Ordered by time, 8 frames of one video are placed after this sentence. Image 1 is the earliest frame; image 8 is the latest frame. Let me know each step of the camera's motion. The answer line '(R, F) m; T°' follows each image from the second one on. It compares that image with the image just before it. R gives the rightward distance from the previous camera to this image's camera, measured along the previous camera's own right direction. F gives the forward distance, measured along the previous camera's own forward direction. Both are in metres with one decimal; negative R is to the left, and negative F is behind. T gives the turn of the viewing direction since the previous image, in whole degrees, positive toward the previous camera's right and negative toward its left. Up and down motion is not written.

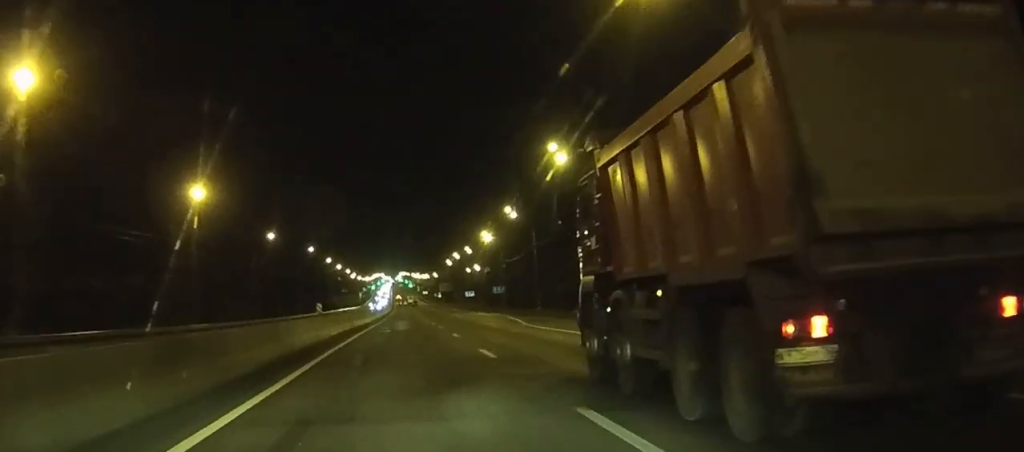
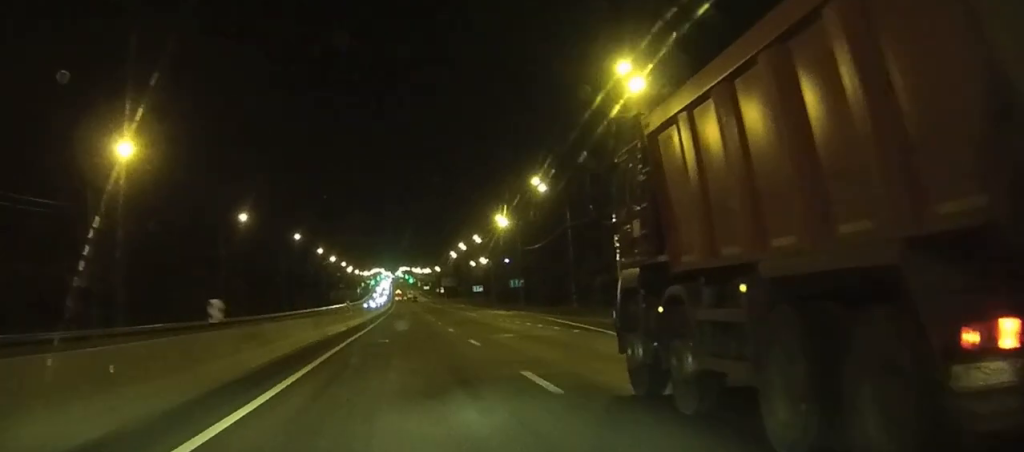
(0.0, +19.3) m; 0°
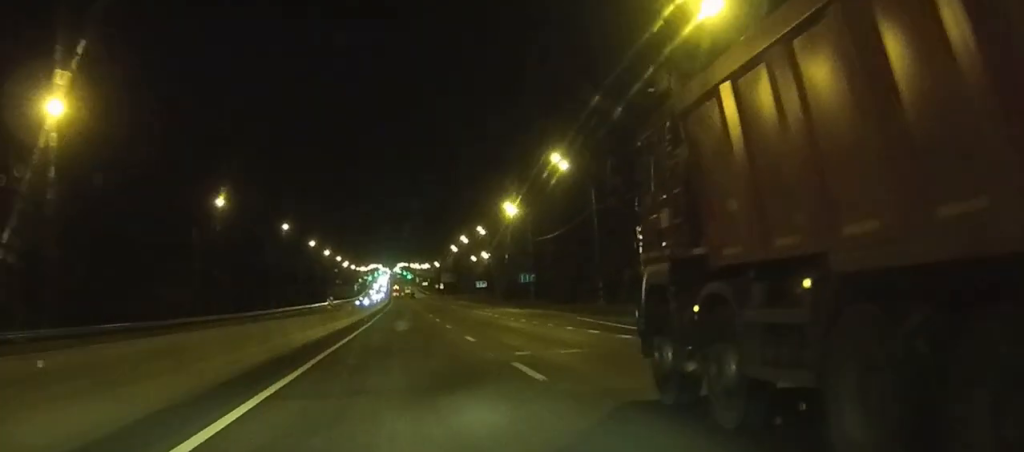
(0.0, +10.7) m; 0°
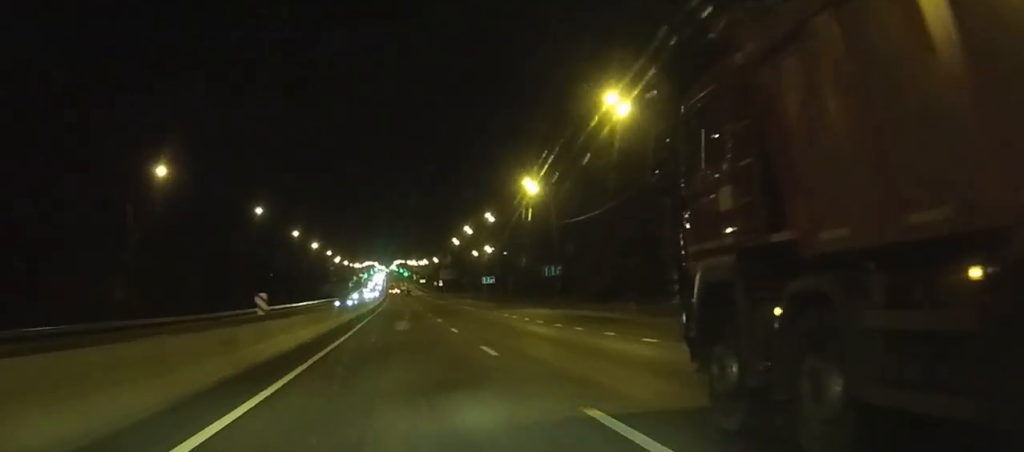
(+0.1, +18.6) m; 0°
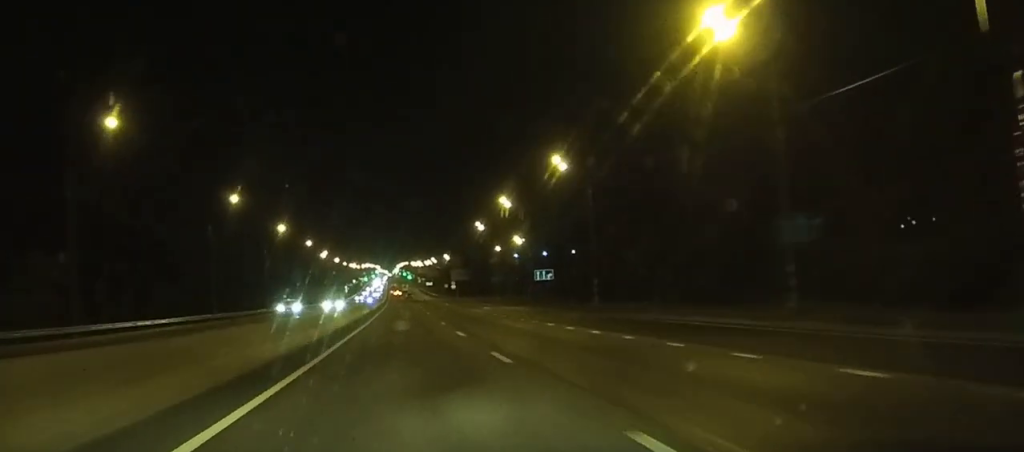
(-0.2, +49.4) m; 0°
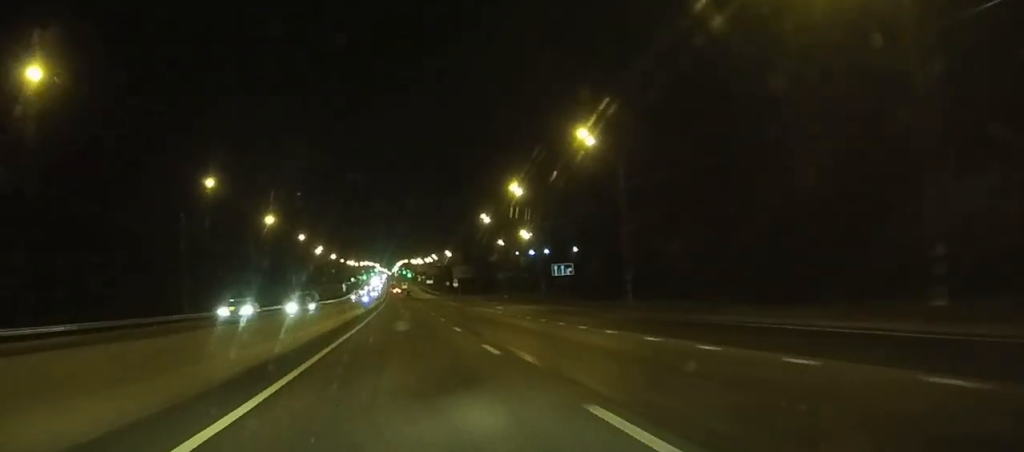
(0.0, +10.0) m; 0°
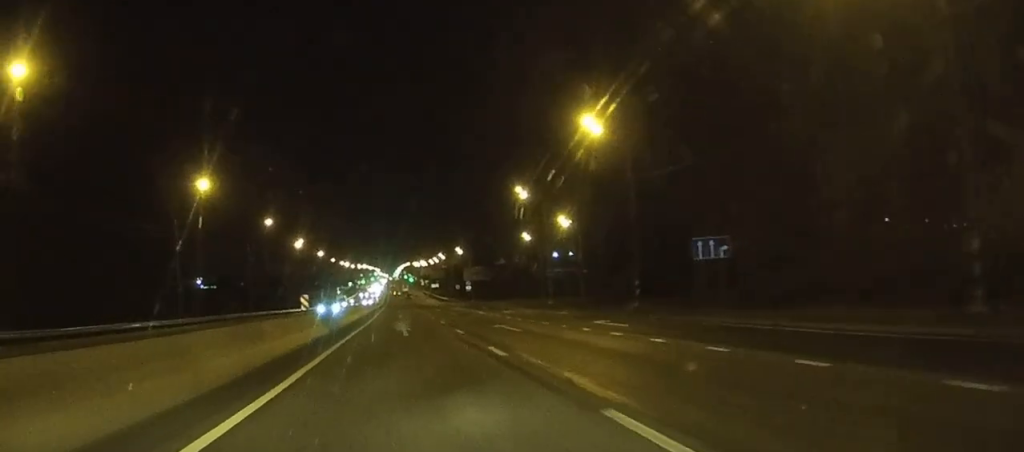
(+0.1, +35.9) m; 0°
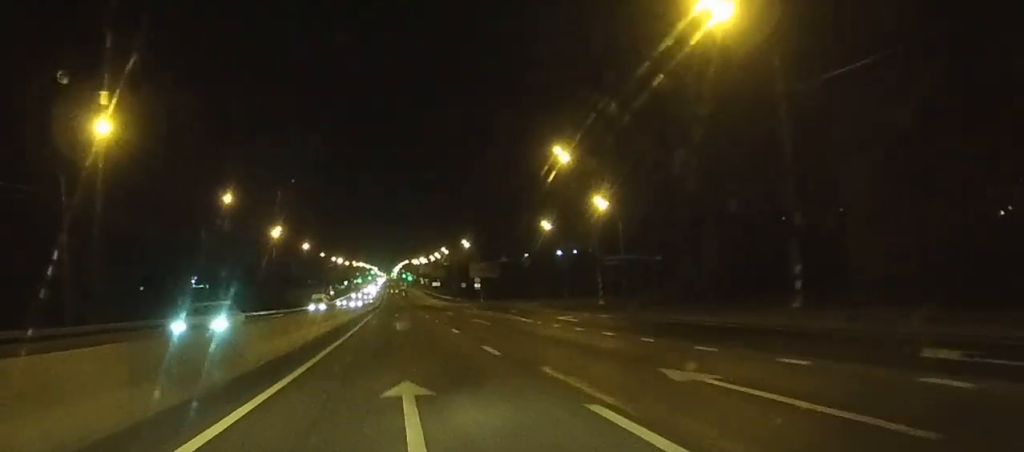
(-0.1, +23.8) m; 0°
